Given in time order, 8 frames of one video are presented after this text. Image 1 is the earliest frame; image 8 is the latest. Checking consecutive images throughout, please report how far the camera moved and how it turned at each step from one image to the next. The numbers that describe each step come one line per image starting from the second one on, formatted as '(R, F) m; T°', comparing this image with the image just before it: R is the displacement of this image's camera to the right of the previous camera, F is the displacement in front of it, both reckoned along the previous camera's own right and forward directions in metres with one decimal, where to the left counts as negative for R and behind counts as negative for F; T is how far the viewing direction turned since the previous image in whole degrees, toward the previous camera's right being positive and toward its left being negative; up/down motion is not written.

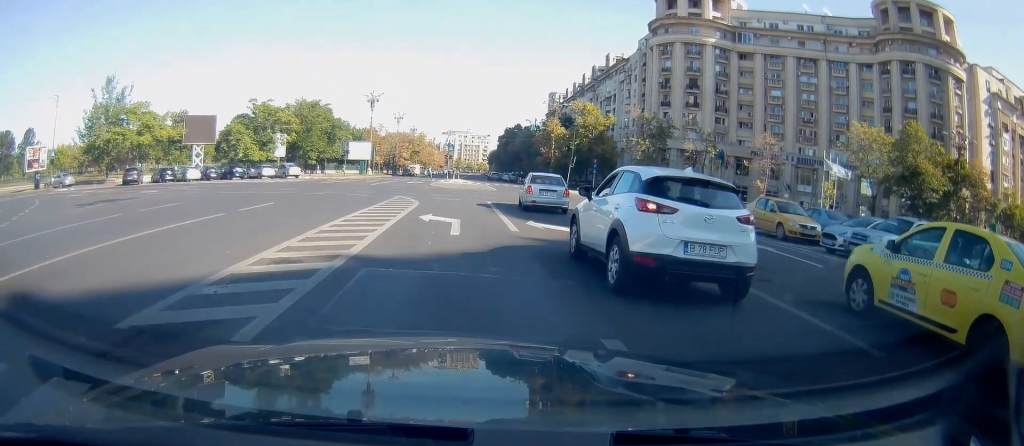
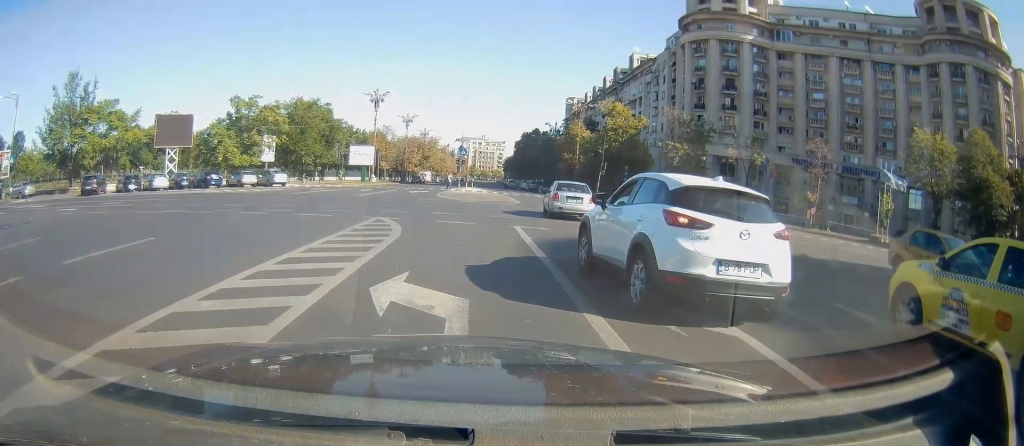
(+0.2, +9.0) m; +2°
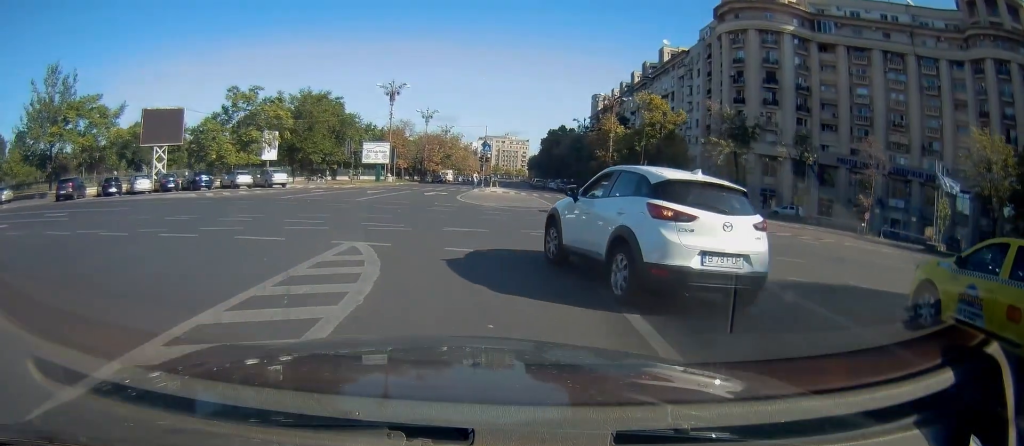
(+0.2, +6.4) m; -4°
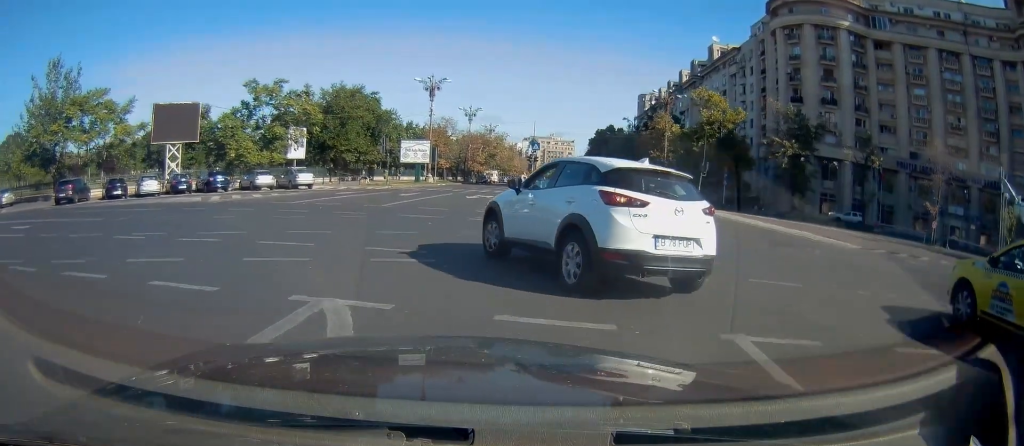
(-0.5, +4.8) m; -8°
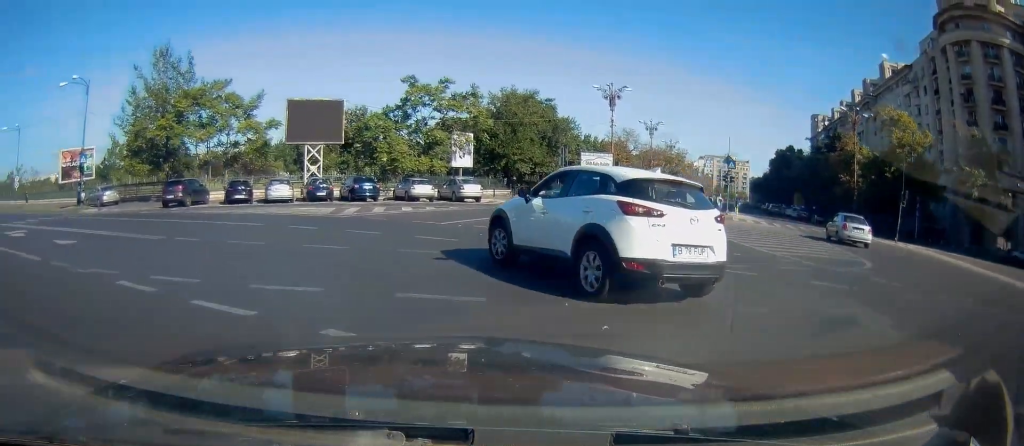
(-0.5, +5.8) m; -14°
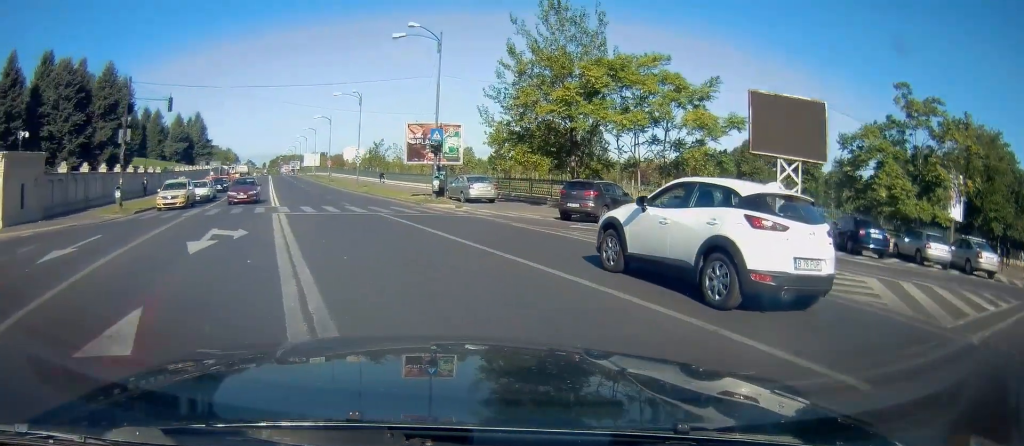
(-3.8, +11.0) m; -39°
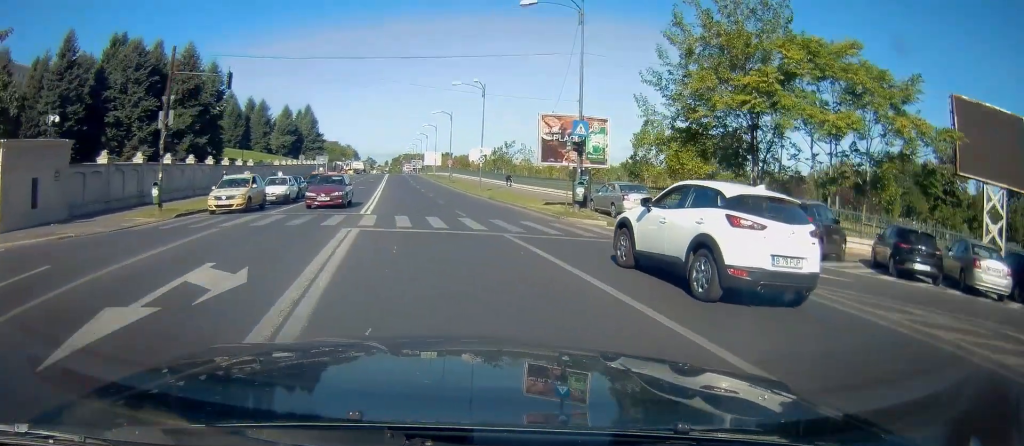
(-0.6, +6.6) m; -16°
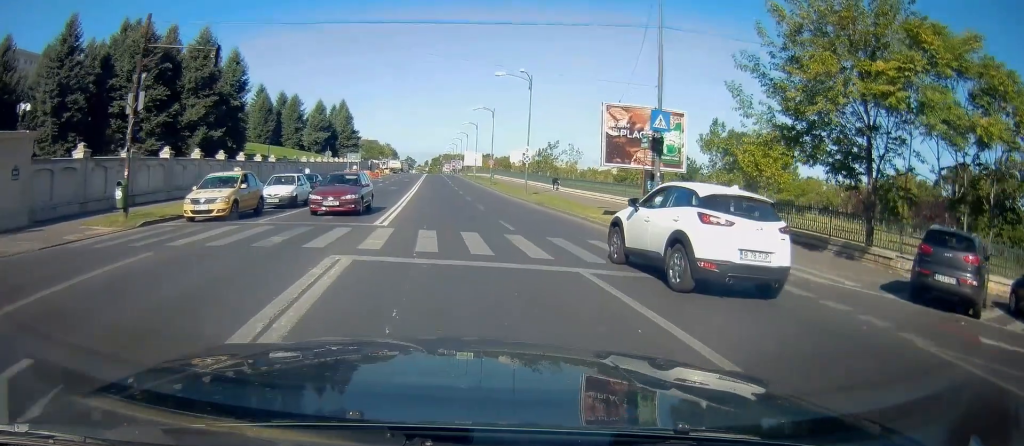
(-0.8, +5.0) m; -7°
